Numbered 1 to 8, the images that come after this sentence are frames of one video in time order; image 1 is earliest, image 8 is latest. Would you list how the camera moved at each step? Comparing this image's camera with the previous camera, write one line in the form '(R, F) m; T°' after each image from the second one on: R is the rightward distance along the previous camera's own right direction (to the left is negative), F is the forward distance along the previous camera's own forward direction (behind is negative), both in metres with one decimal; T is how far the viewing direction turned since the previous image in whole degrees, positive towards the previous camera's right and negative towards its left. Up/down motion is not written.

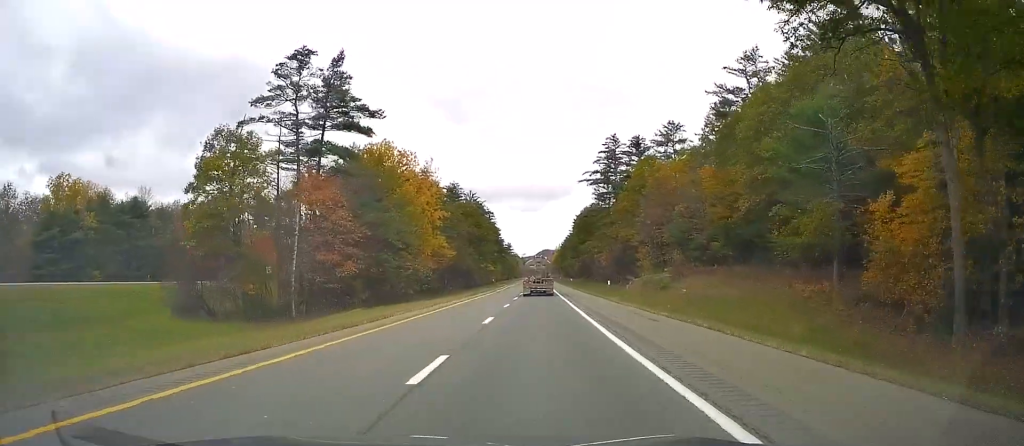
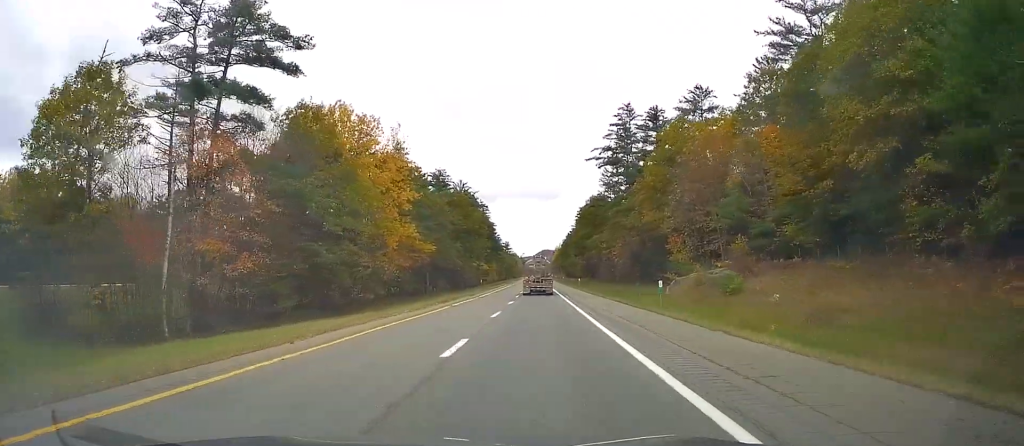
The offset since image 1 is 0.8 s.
(0.0, +21.0) m; 0°
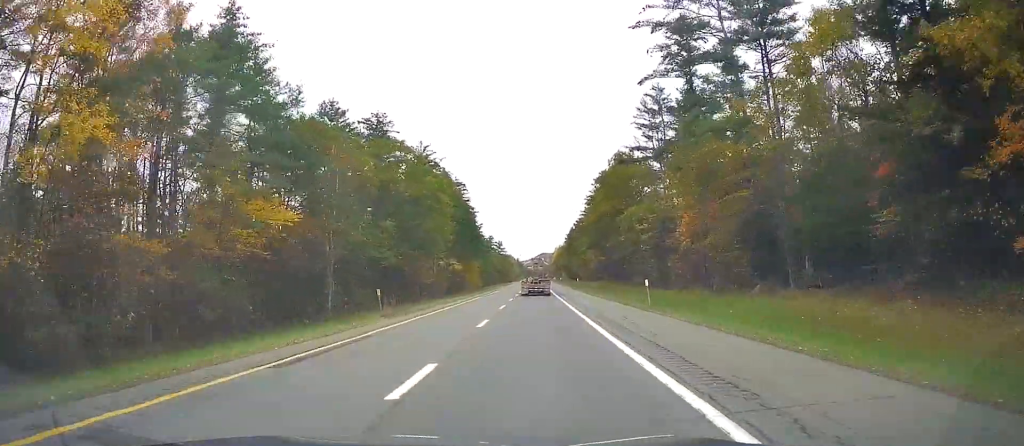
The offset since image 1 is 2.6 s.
(-0.3, +52.2) m; 0°
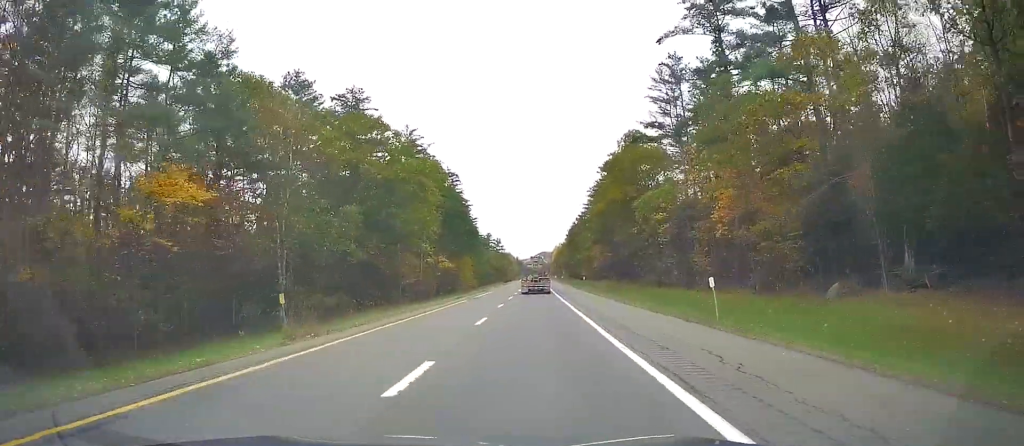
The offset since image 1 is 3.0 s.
(-0.2, +11.7) m; 0°
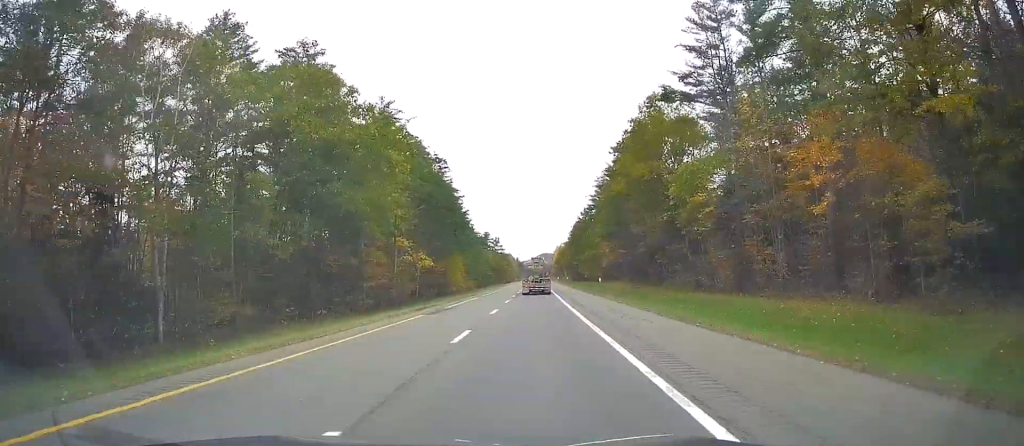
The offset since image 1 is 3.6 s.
(-0.1, +17.2) m; 0°
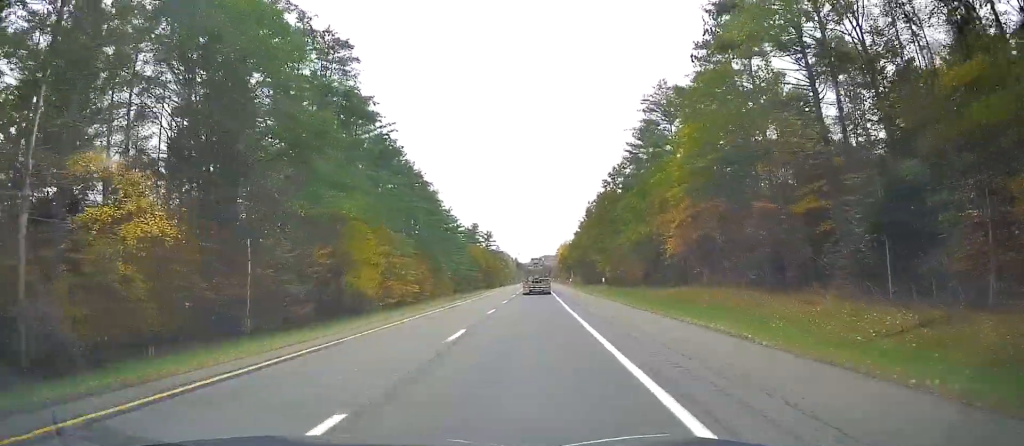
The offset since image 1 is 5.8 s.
(-0.1, +59.0) m; -1°
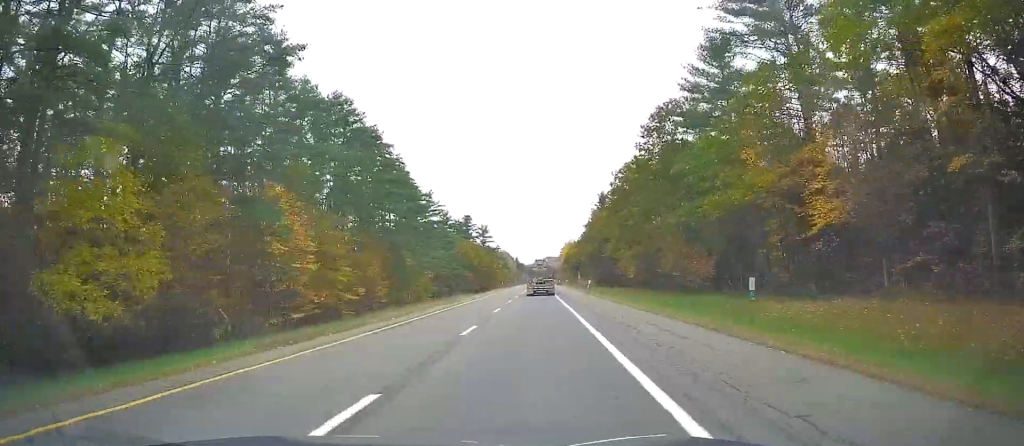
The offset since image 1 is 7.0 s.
(0.0, +33.9) m; 0°
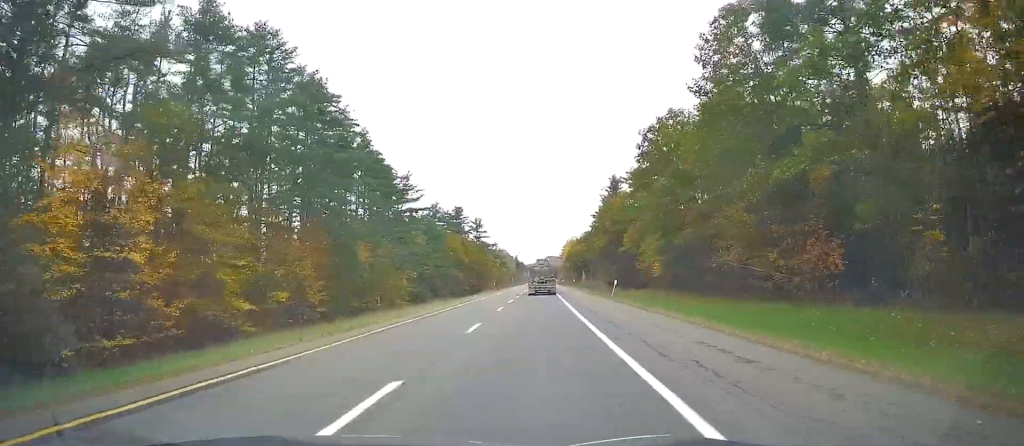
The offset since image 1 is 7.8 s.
(-0.2, +23.1) m; -1°
